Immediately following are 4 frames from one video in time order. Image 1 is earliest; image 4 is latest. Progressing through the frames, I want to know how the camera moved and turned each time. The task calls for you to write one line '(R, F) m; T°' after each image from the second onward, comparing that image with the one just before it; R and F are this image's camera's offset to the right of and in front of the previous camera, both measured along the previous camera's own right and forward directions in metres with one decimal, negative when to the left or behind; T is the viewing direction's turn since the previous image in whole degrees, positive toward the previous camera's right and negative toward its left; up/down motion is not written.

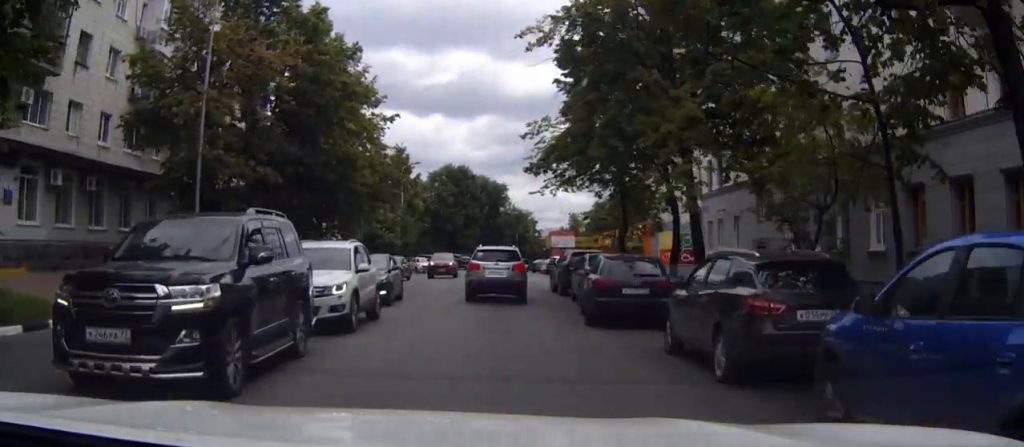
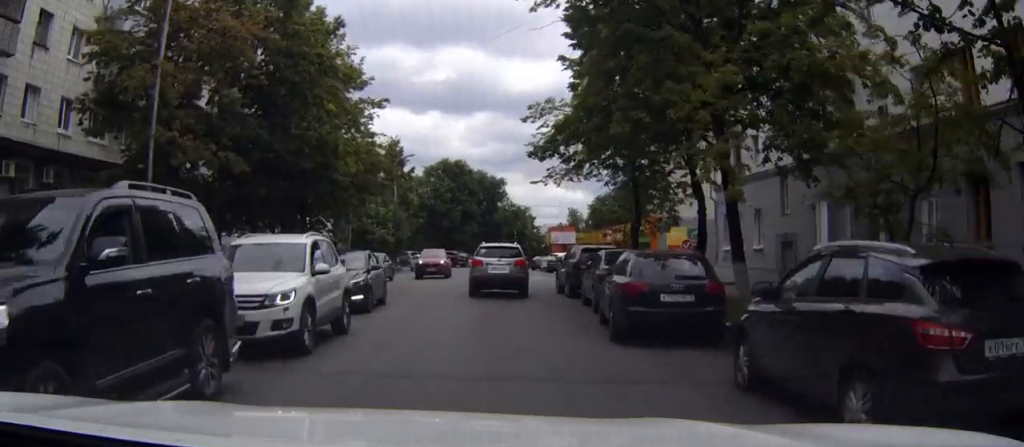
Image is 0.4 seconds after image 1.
(0.0, +3.3) m; 0°
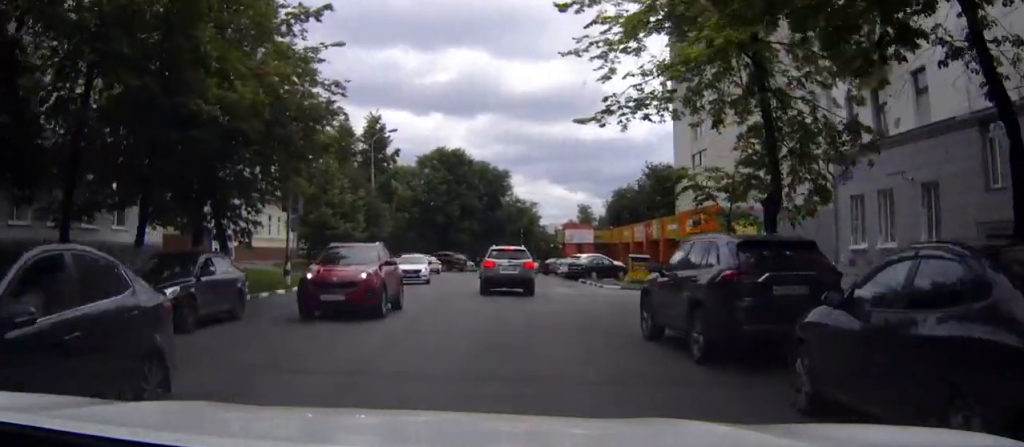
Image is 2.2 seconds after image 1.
(0.0, +14.1) m; 0°
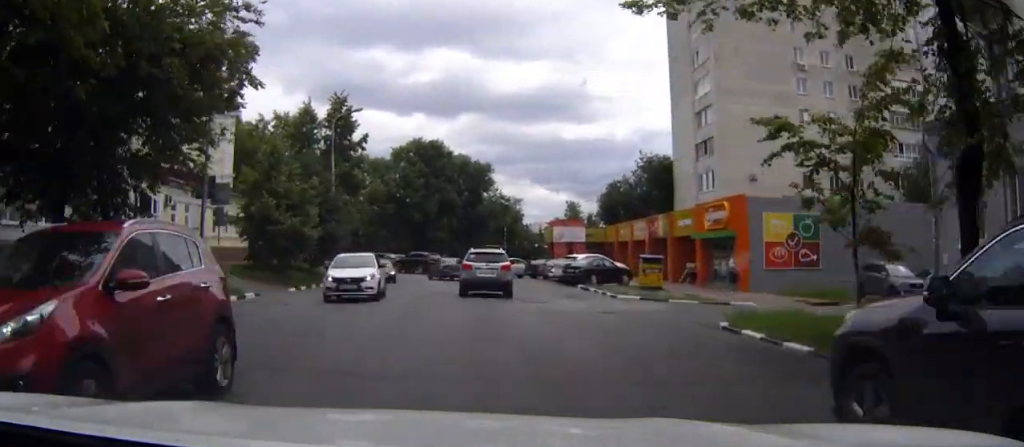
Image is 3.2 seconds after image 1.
(-0.1, +7.5) m; -1°
